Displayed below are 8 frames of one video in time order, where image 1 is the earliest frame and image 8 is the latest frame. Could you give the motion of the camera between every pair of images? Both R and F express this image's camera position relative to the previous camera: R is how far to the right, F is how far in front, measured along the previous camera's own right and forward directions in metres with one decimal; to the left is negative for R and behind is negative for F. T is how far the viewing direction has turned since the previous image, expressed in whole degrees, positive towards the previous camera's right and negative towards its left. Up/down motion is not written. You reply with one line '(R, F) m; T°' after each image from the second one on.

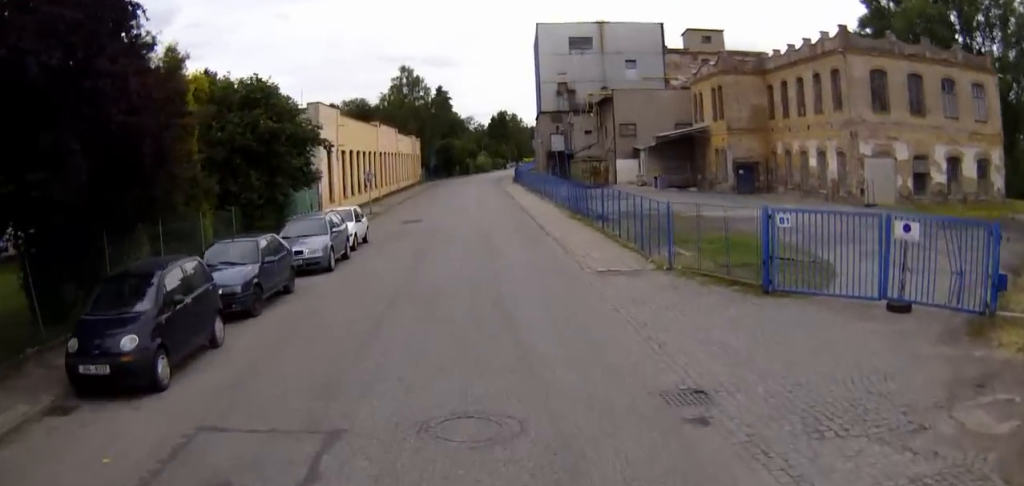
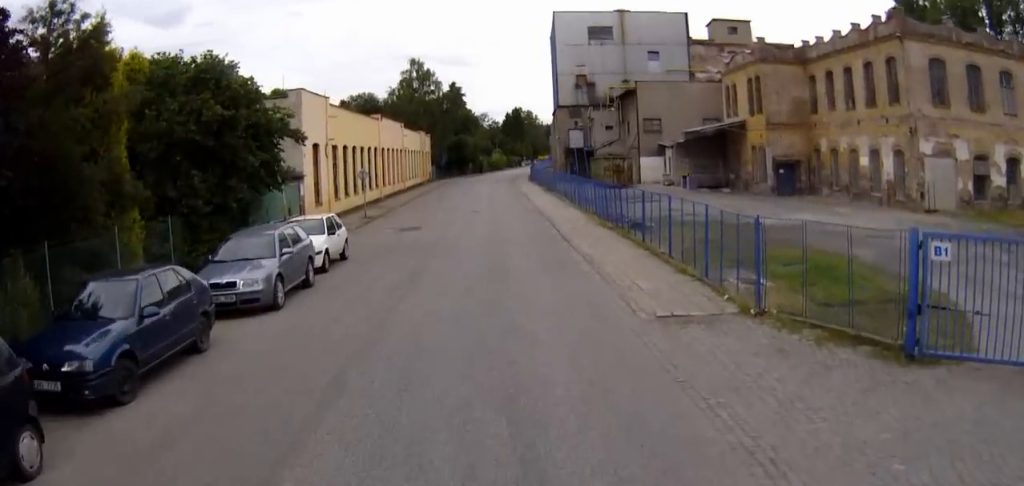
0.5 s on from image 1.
(0.0, +5.4) m; +1°
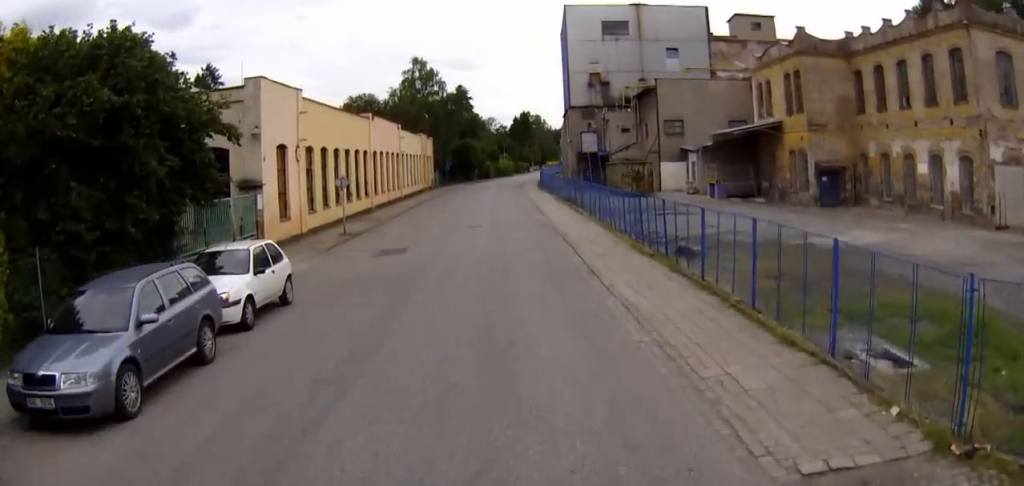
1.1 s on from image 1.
(+0.3, +6.0) m; +1°
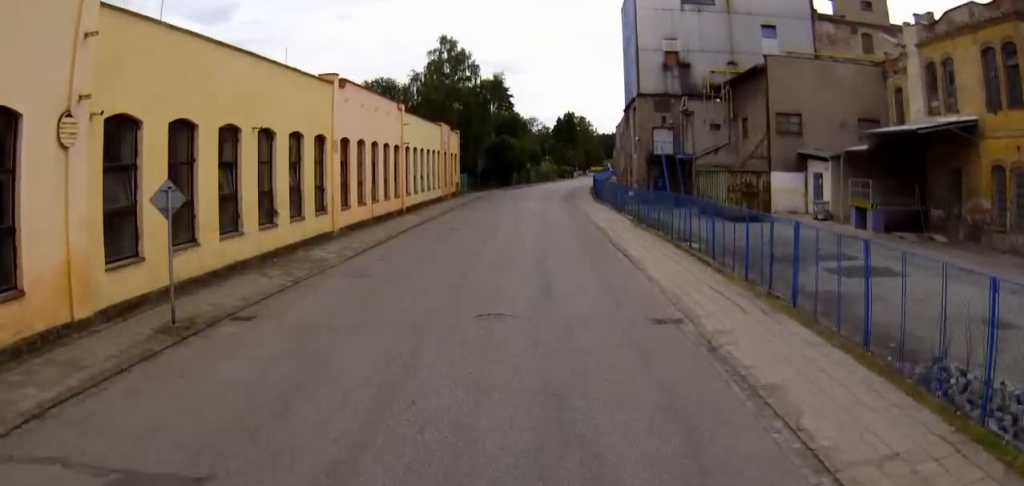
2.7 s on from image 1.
(-0.2, +18.4) m; -1°
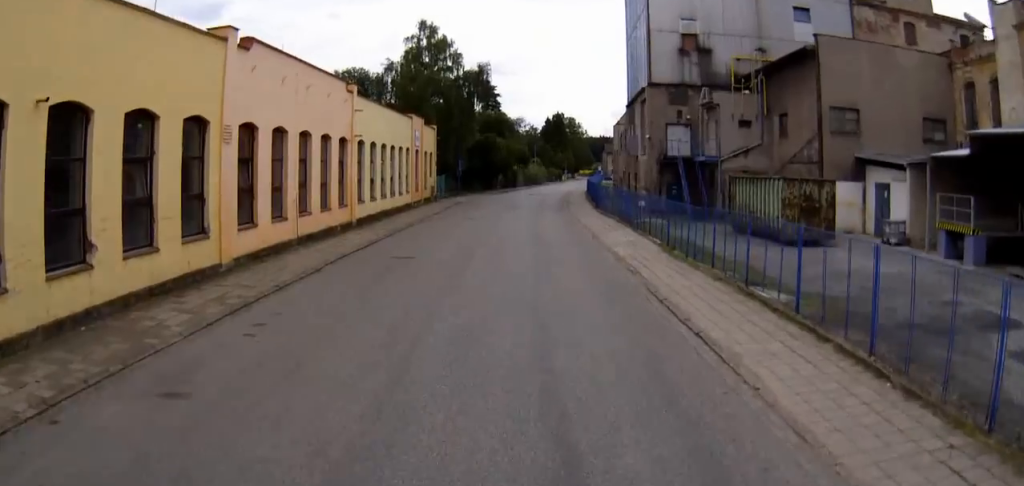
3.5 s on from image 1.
(0.0, +9.5) m; 0°
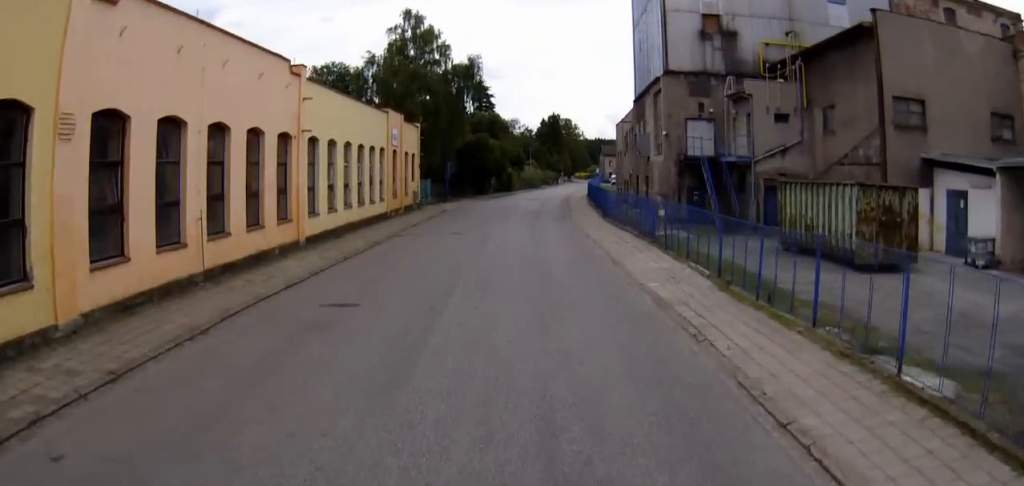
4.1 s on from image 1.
(-0.1, +7.4) m; +1°
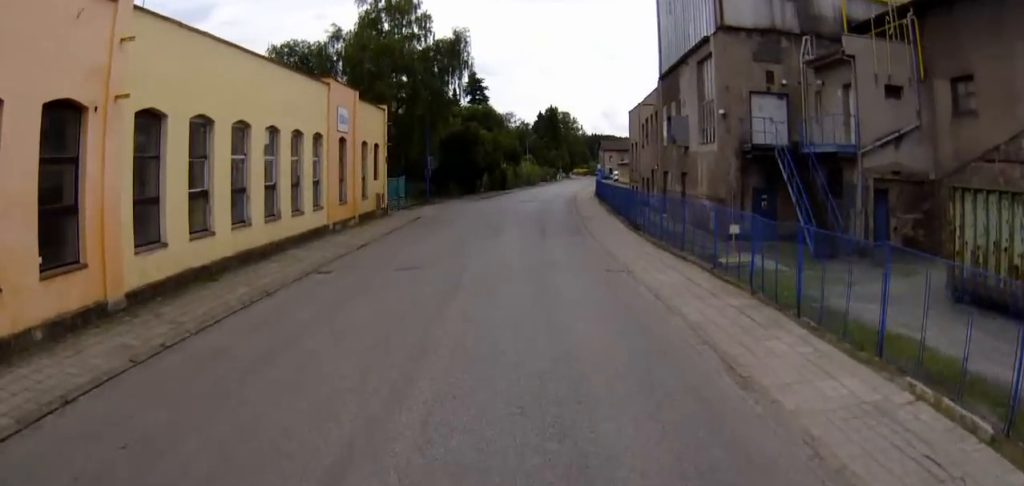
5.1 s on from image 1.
(+0.2, +12.1) m; +2°
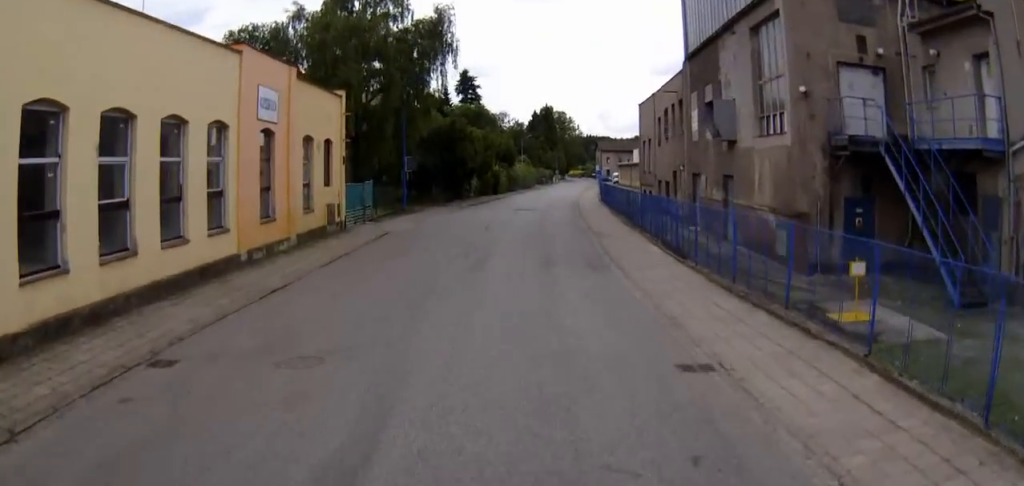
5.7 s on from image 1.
(+0.1, +9.0) m; +2°
